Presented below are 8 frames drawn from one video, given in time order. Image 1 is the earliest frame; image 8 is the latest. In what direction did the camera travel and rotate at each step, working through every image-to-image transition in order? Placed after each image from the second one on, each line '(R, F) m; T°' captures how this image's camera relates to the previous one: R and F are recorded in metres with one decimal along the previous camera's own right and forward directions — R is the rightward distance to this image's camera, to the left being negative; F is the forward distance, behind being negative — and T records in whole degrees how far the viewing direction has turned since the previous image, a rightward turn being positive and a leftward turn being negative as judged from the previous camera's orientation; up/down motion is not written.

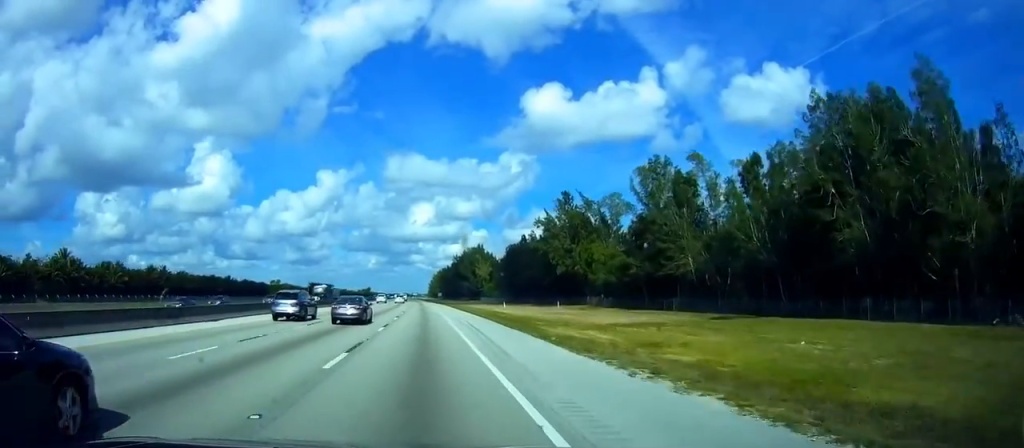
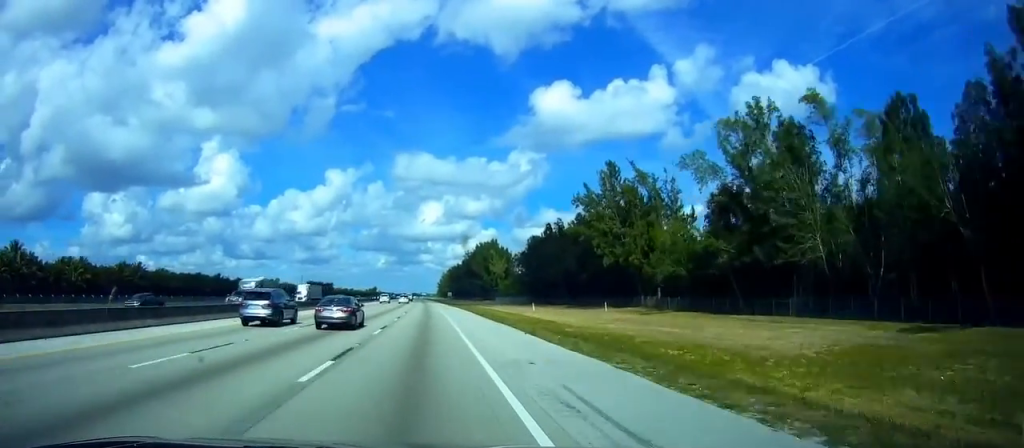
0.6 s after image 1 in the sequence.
(0.0, +24.6) m; -1°
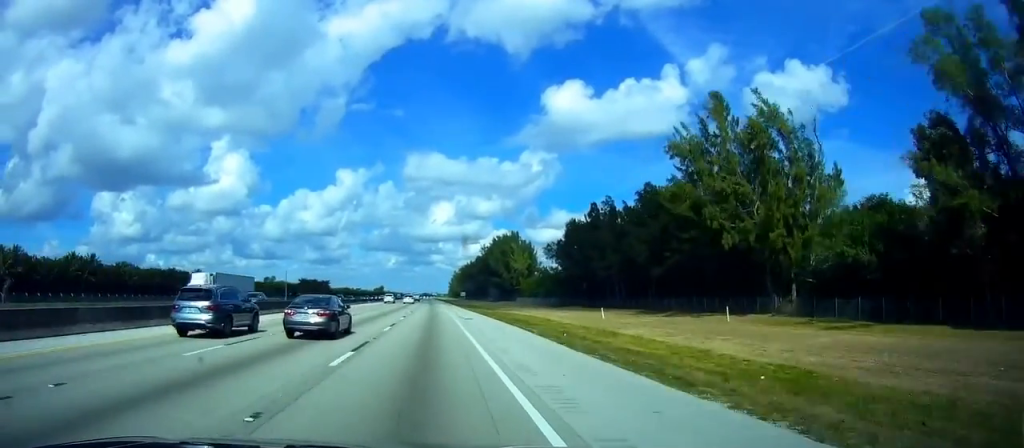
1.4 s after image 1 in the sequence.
(-0.1, +34.8) m; -1°
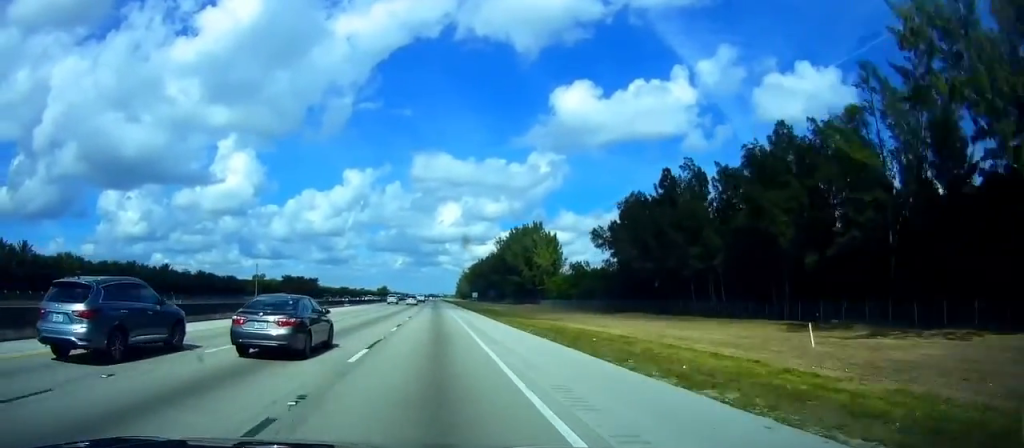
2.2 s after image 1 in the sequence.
(-0.5, +34.8) m; -2°
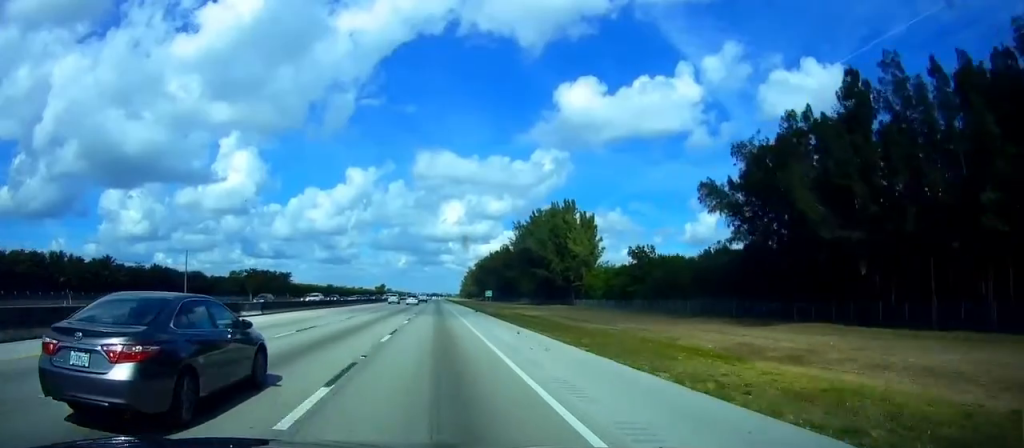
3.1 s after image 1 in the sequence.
(-0.7, +42.0) m; 0°
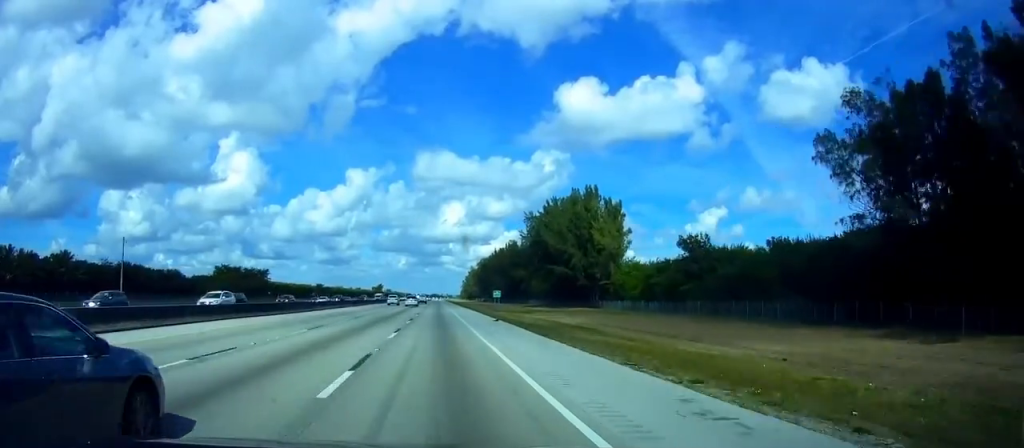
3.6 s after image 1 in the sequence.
(+0.4, +21.8) m; -1°
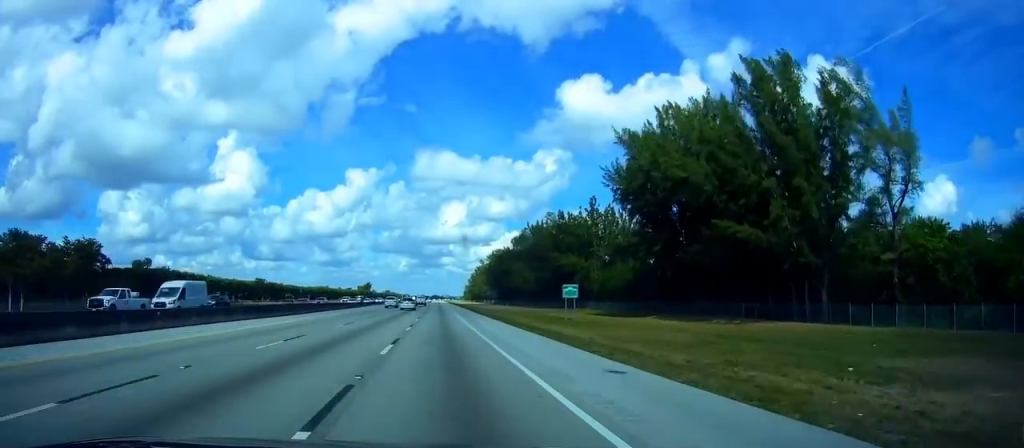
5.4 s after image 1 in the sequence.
(-1.5, +76.1) m; -1°
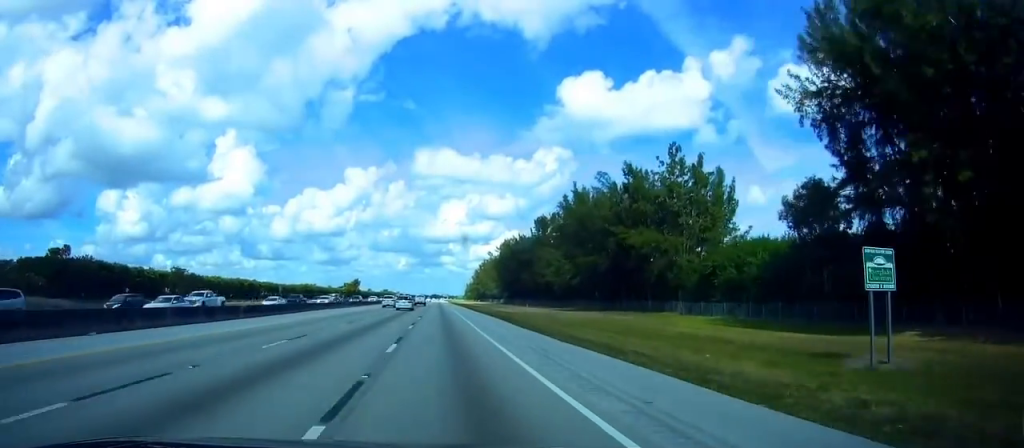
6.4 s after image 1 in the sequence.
(+0.7, +47.4) m; +1°
